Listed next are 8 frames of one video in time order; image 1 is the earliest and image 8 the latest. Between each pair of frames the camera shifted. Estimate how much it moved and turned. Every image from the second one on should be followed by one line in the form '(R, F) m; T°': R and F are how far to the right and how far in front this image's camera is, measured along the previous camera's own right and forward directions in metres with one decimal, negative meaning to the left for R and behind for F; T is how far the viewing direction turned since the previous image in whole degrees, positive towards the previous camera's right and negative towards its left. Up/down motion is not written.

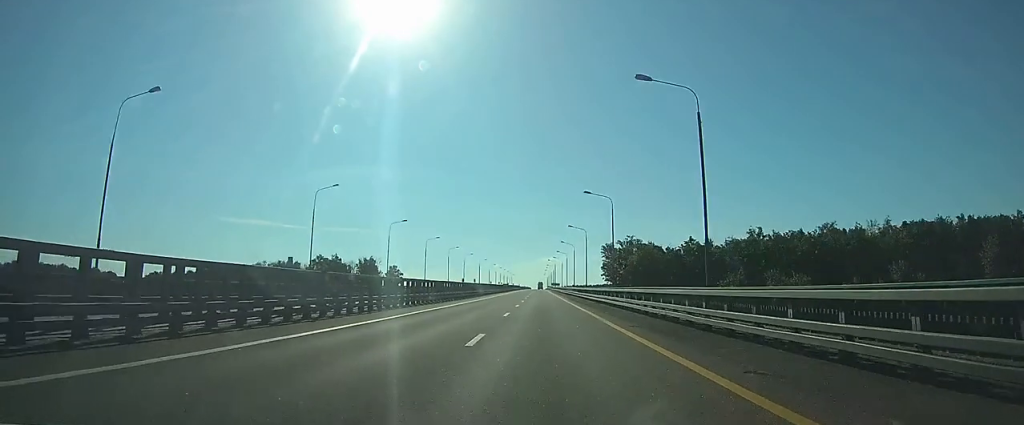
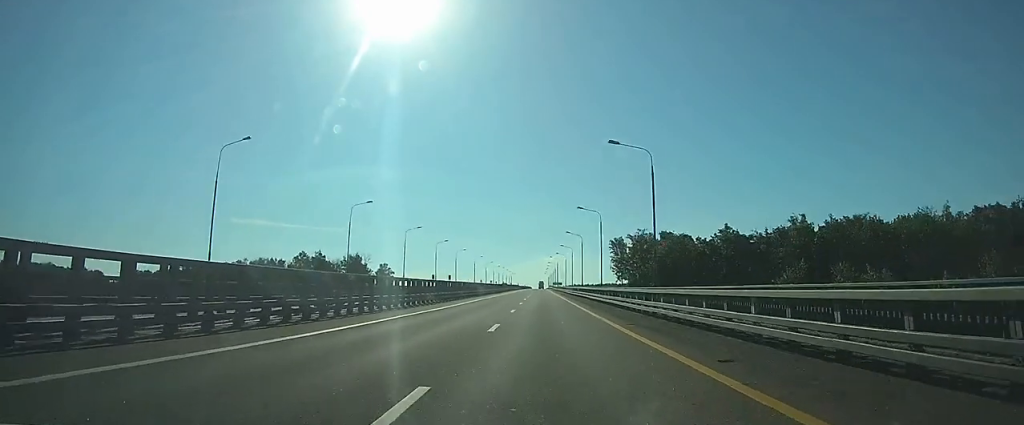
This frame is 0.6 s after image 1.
(0.0, +19.6) m; 0°
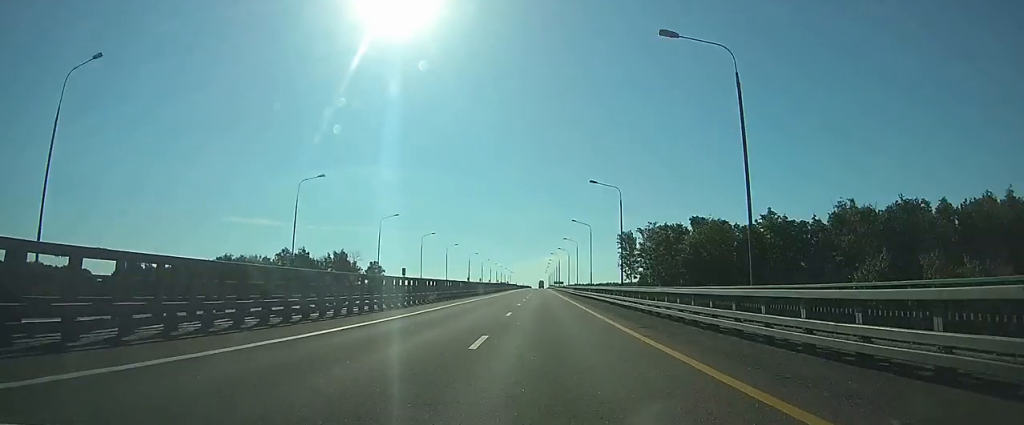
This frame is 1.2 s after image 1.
(0.0, +16.4) m; 0°
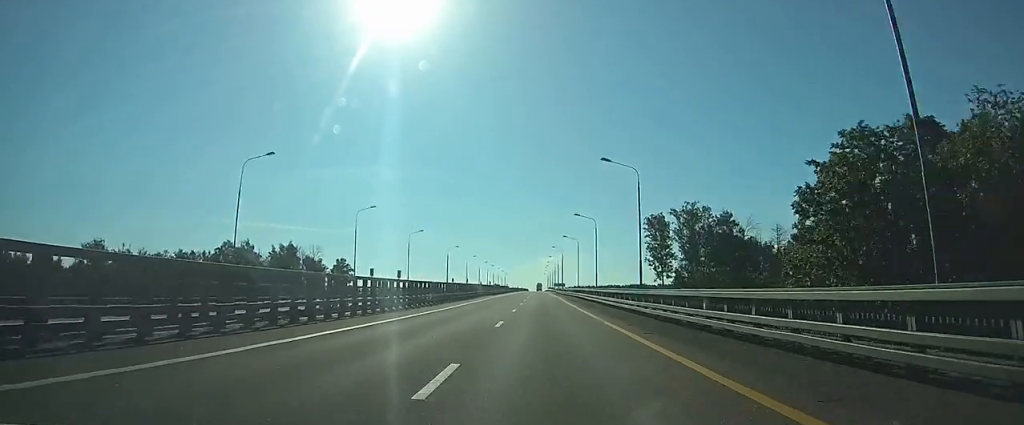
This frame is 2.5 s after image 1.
(0.0, +41.0) m; 0°
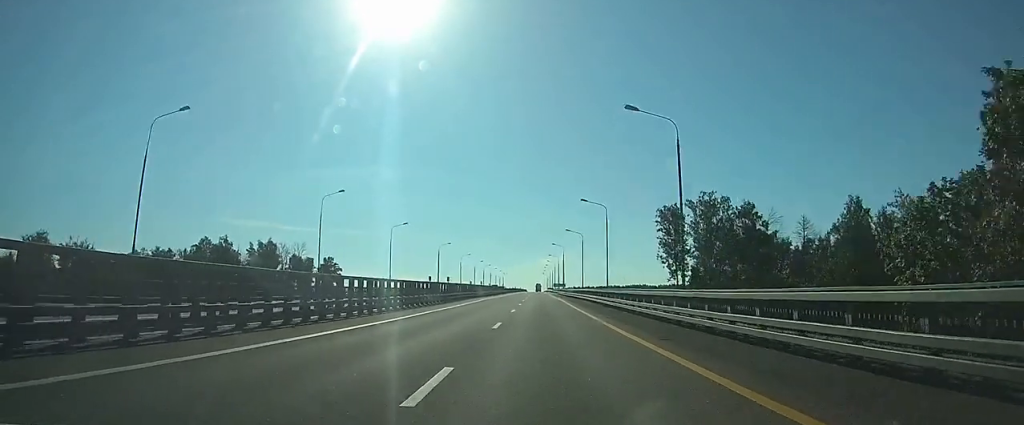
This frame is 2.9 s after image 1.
(0.0, +12.2) m; 0°
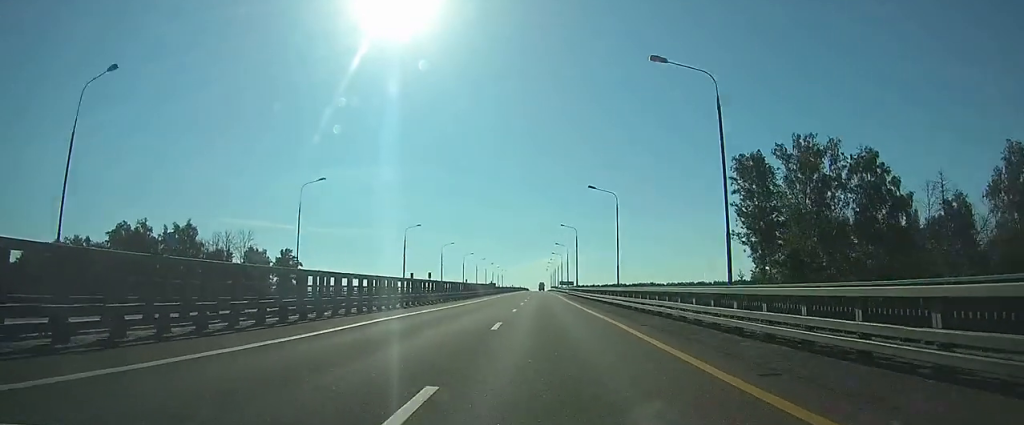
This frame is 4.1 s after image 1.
(-0.2, +37.7) m; 0°
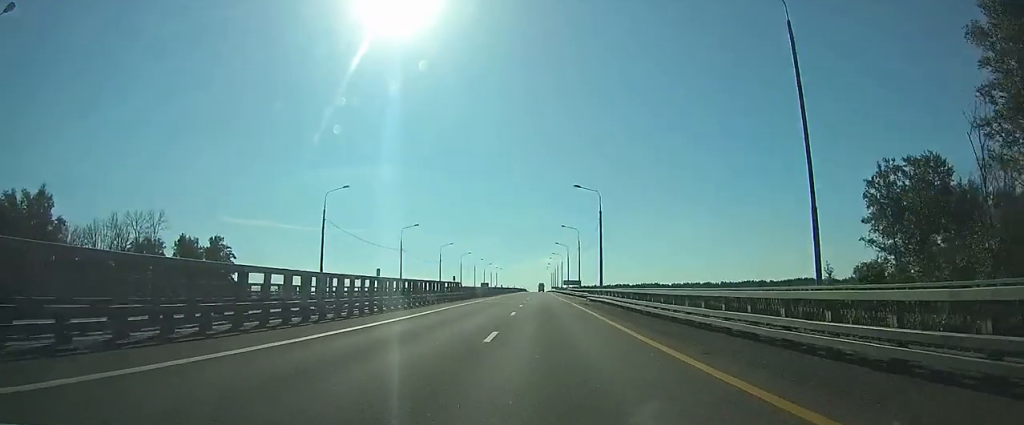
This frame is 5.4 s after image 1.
(+0.1, +38.5) m; 0°
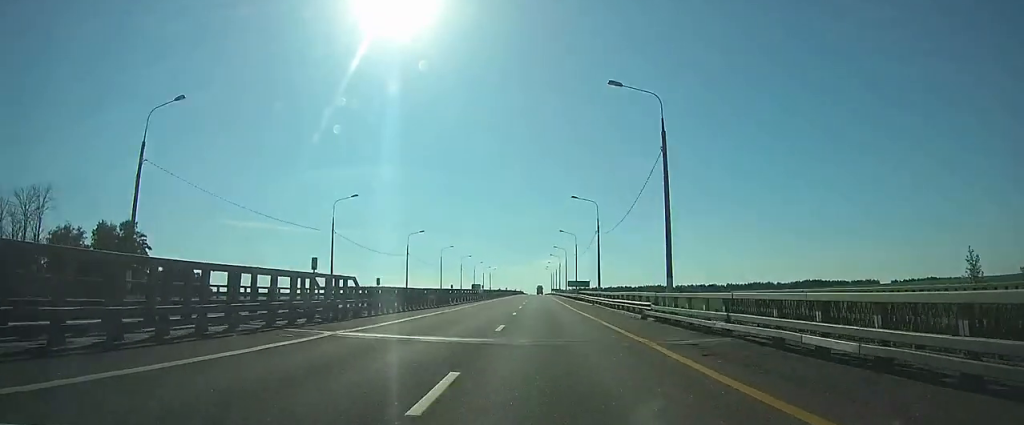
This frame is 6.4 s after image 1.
(+0.1, +31.3) m; 0°
